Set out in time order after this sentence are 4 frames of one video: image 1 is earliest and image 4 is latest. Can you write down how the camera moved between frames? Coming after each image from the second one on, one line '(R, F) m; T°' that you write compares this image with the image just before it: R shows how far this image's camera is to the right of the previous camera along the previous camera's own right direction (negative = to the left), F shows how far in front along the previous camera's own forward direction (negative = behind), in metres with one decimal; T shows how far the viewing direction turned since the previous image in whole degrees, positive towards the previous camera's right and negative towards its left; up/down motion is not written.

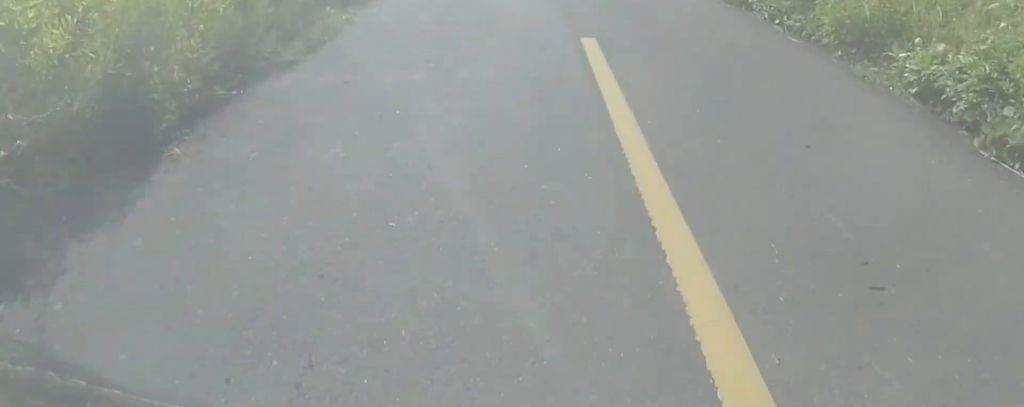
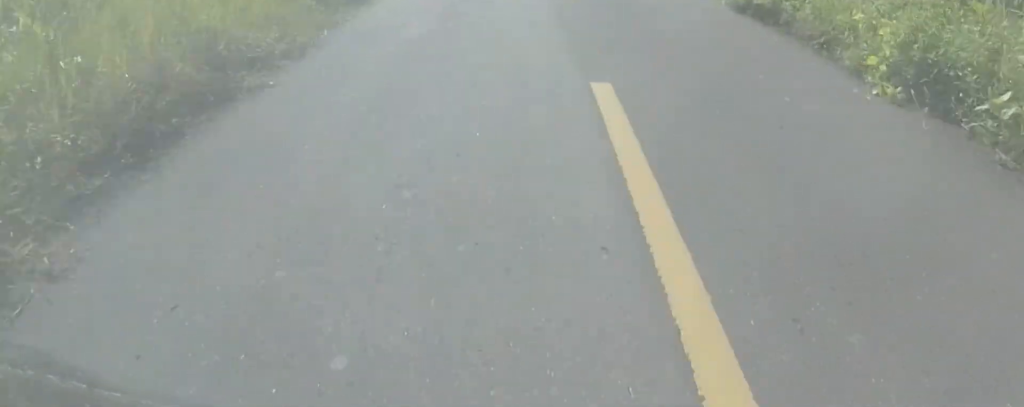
(-1.2, +9.3) m; -3°
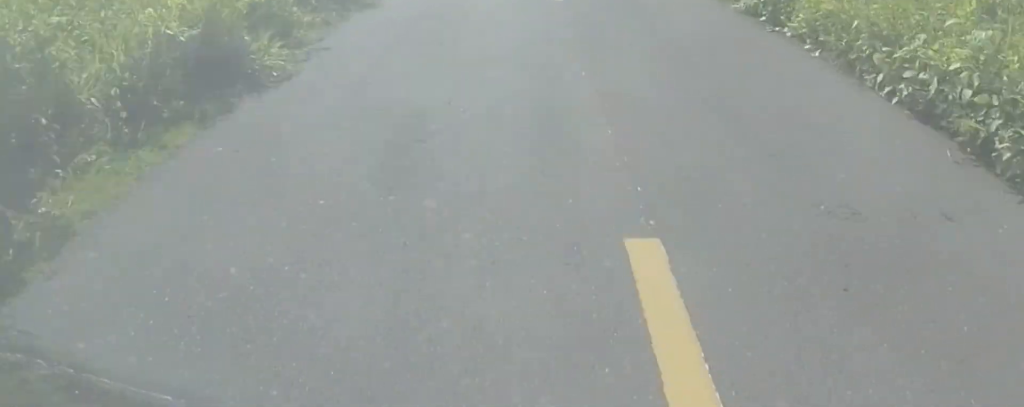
(+1.5, +26.4) m; +4°
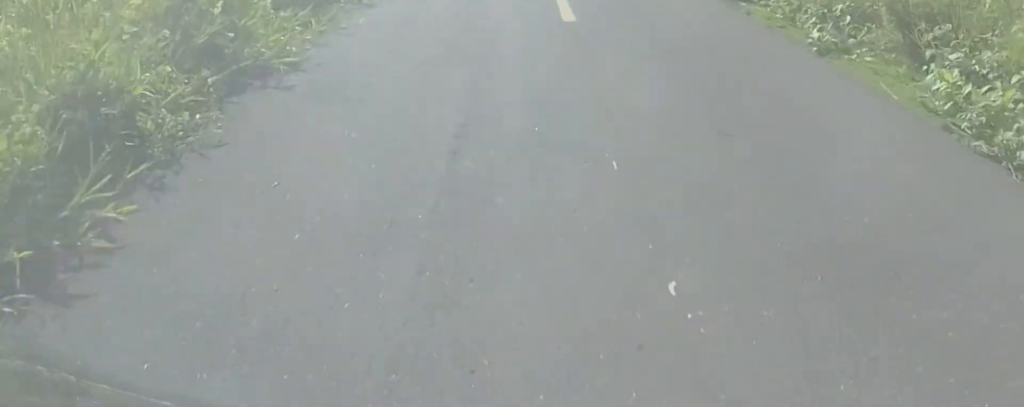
(0.0, +8.9) m; 0°
